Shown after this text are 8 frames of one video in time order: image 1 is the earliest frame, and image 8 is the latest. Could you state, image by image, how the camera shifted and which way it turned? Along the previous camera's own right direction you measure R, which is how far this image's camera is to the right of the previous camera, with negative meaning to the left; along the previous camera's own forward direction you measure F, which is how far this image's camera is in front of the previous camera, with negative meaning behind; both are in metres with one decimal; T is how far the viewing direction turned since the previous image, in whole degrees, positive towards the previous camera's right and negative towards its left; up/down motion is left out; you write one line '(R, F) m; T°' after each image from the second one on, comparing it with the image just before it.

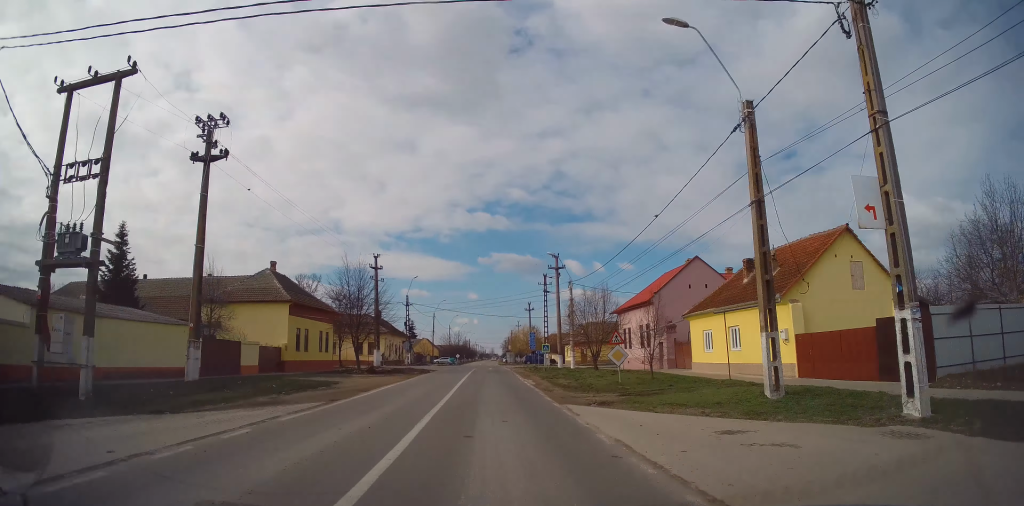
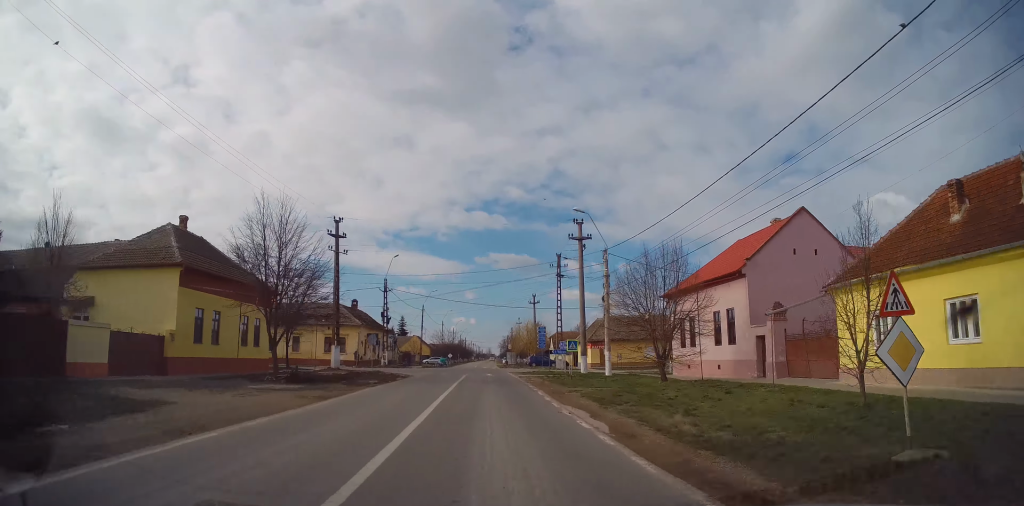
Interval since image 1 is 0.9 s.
(+0.3, +15.1) m; +1°
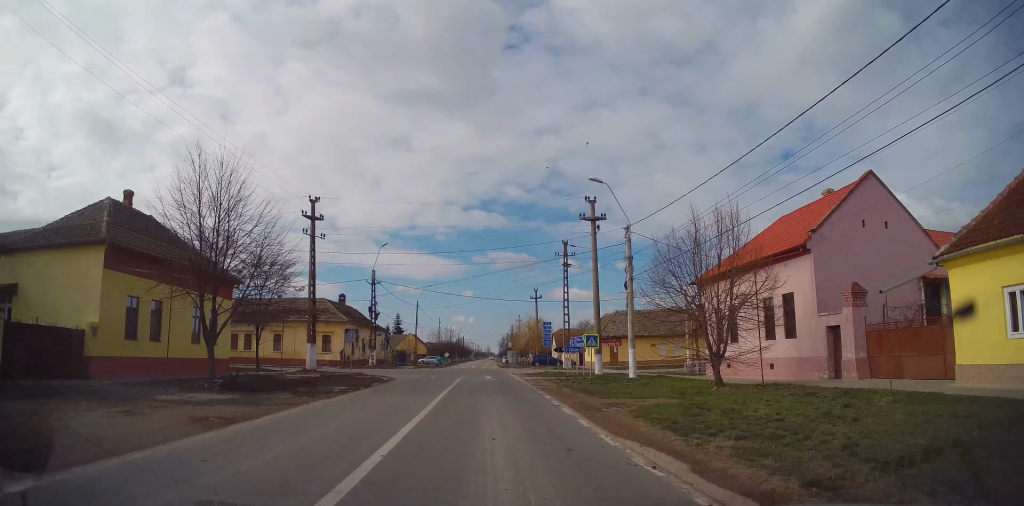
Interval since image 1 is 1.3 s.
(0.0, +6.0) m; 0°
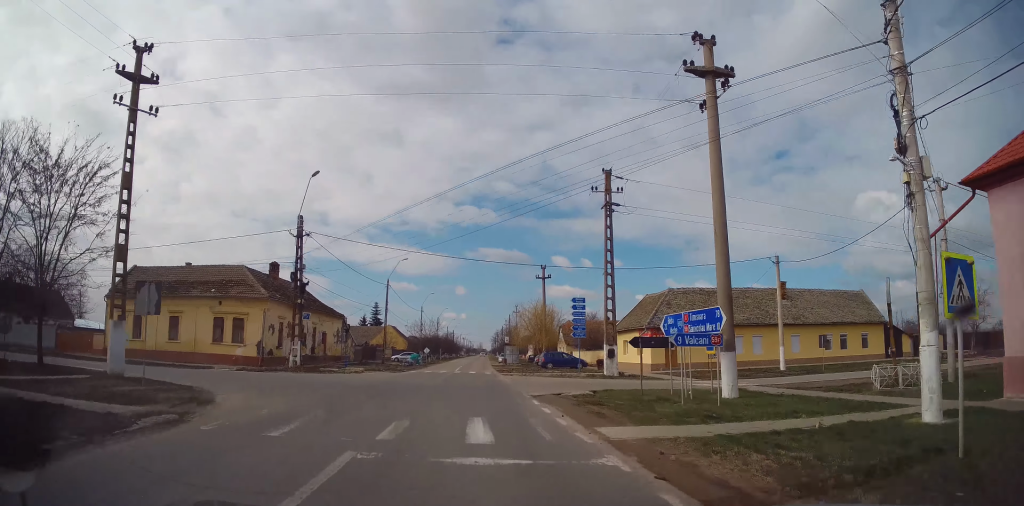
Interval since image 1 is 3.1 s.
(+0.2, +21.8) m; +1°
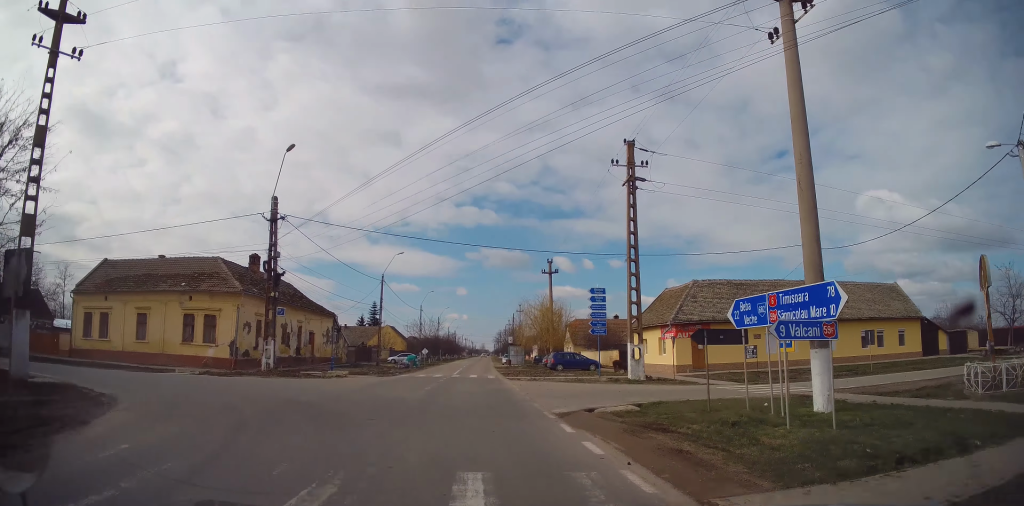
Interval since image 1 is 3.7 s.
(+0.1, +5.5) m; 0°
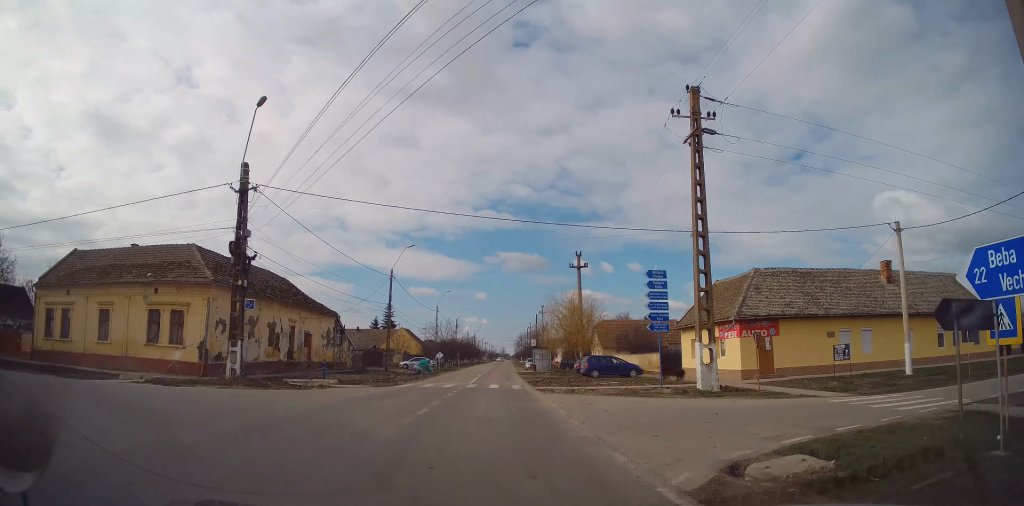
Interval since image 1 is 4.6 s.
(-0.4, +7.5) m; -3°
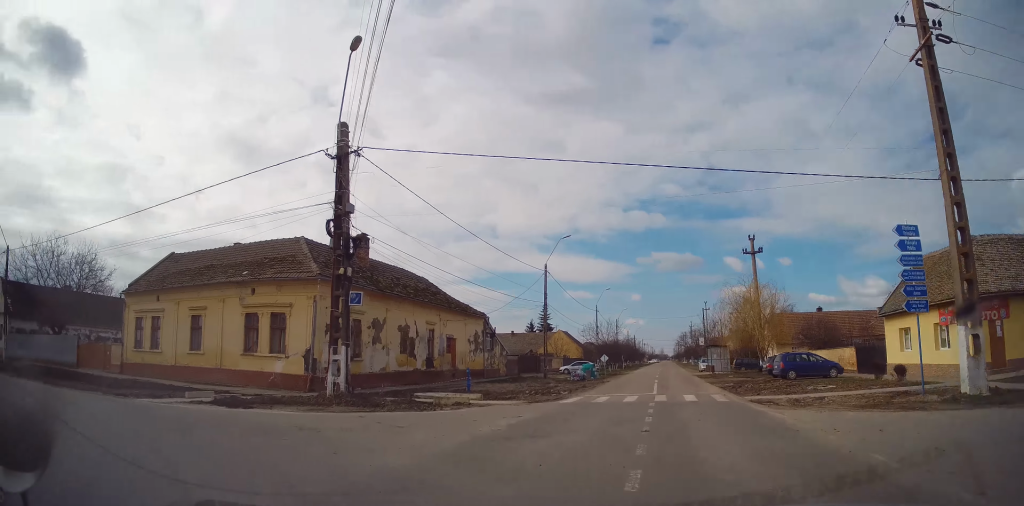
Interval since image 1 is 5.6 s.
(+0.2, +6.5) m; -13°
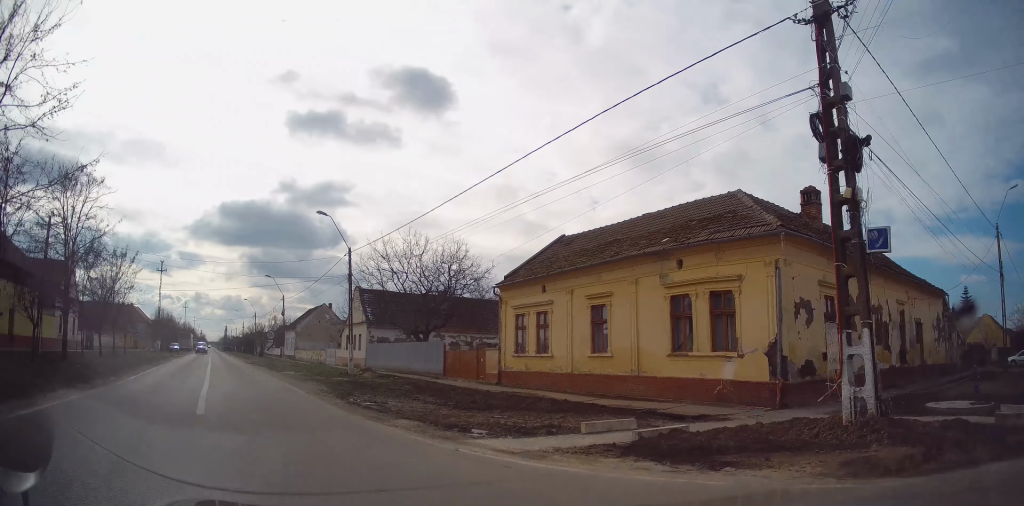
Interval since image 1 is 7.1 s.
(-3.9, +7.9) m; -46°
